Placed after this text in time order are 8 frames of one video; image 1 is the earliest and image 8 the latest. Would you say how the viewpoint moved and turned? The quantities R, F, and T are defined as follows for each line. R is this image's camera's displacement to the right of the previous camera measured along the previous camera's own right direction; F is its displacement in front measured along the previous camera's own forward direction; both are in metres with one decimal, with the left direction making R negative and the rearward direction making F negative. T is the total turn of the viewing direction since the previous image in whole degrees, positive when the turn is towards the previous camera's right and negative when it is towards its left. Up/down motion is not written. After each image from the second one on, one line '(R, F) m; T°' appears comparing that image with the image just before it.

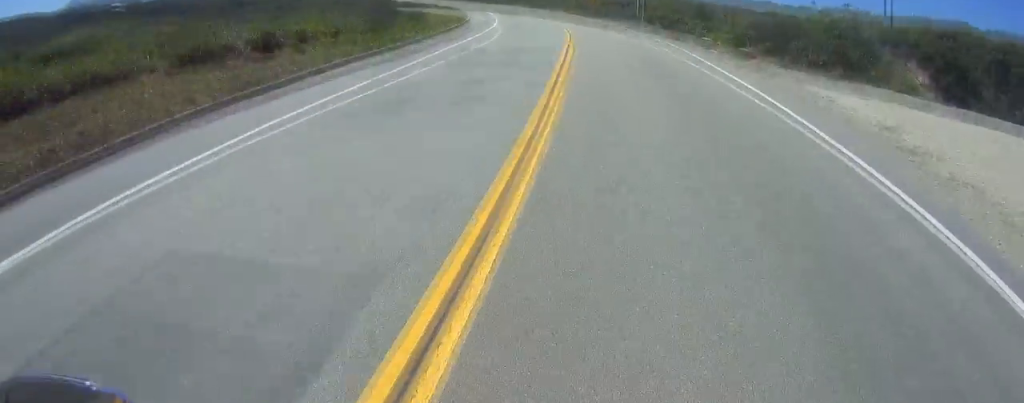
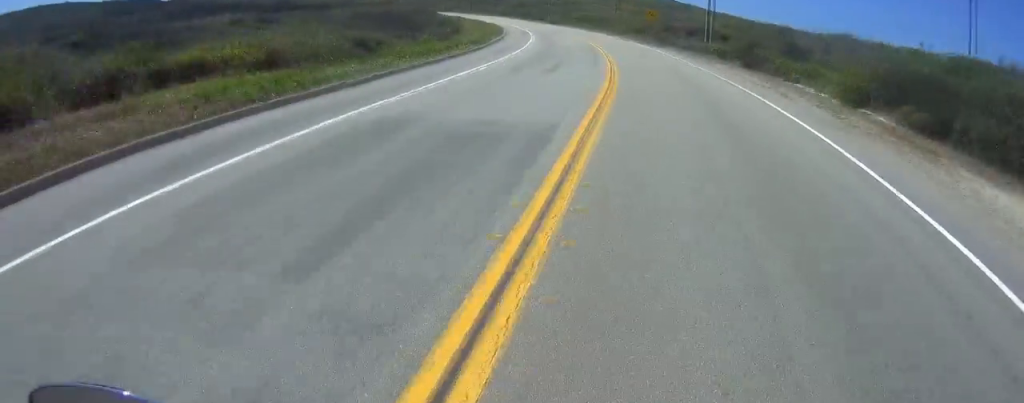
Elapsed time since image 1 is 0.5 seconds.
(0.0, +10.7) m; -2°
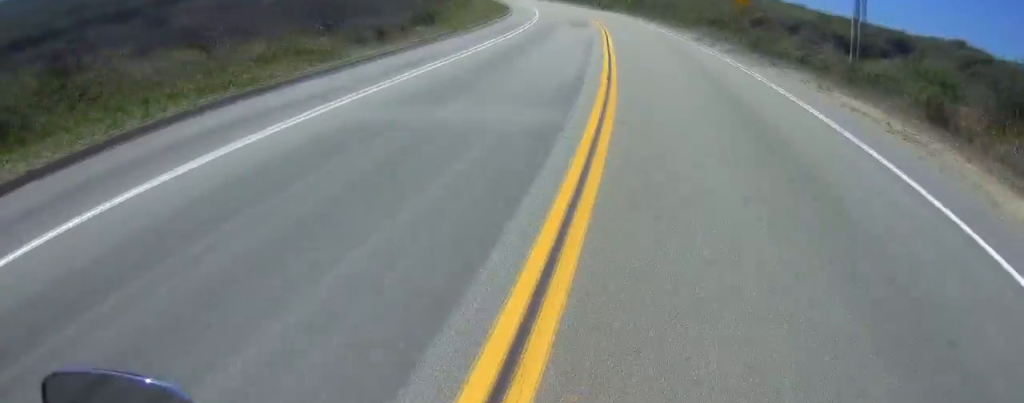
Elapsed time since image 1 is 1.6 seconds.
(-1.1, +26.4) m; -4°
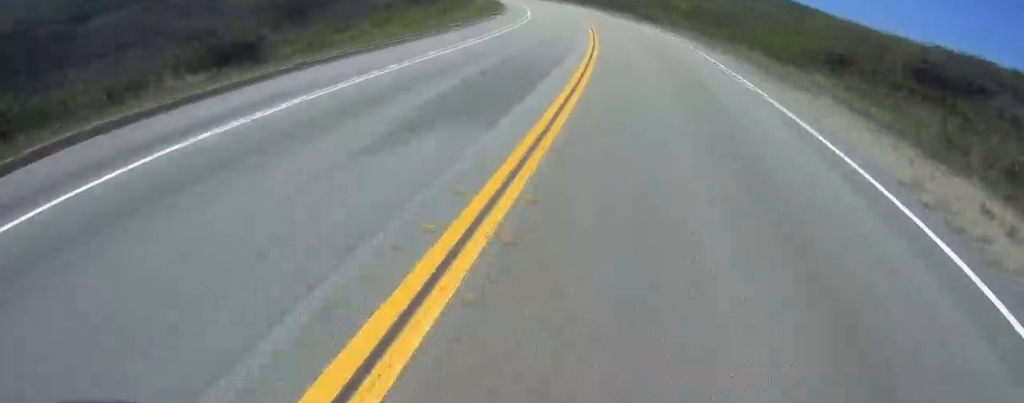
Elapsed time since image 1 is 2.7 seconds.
(-0.6, +25.7) m; -7°
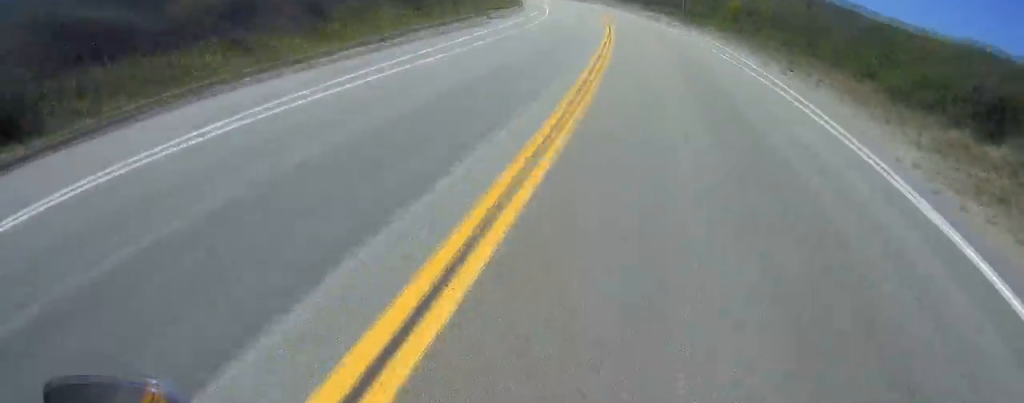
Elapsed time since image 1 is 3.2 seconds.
(-1.0, +12.1) m; -3°
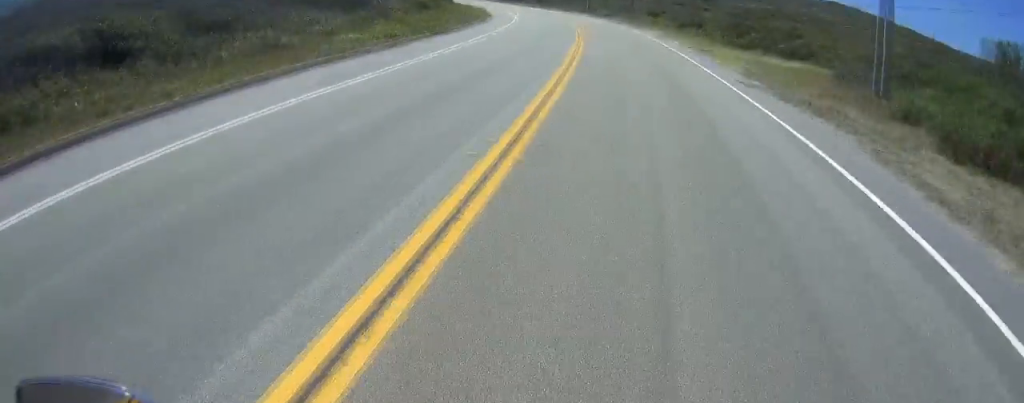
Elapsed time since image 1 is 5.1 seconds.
(-3.1, +47.1) m; -6°
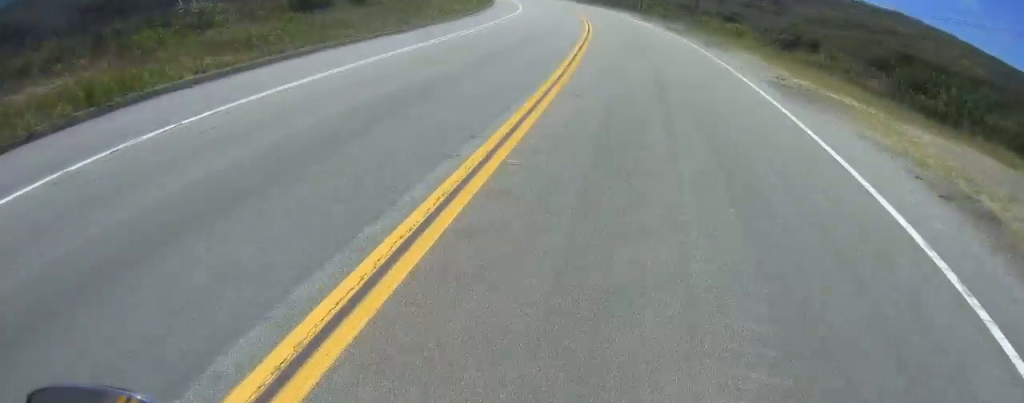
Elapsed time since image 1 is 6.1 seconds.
(-0.6, +21.8) m; -2°
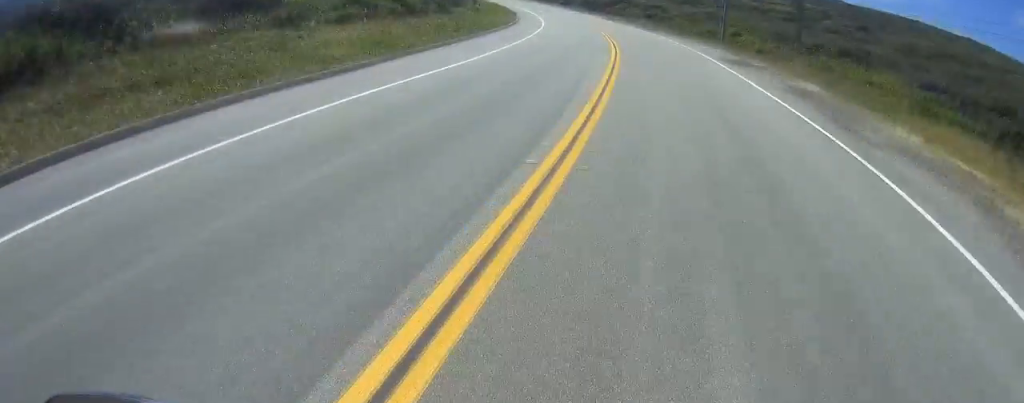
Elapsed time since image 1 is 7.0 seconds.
(-0.3, +20.0) m; -2°
